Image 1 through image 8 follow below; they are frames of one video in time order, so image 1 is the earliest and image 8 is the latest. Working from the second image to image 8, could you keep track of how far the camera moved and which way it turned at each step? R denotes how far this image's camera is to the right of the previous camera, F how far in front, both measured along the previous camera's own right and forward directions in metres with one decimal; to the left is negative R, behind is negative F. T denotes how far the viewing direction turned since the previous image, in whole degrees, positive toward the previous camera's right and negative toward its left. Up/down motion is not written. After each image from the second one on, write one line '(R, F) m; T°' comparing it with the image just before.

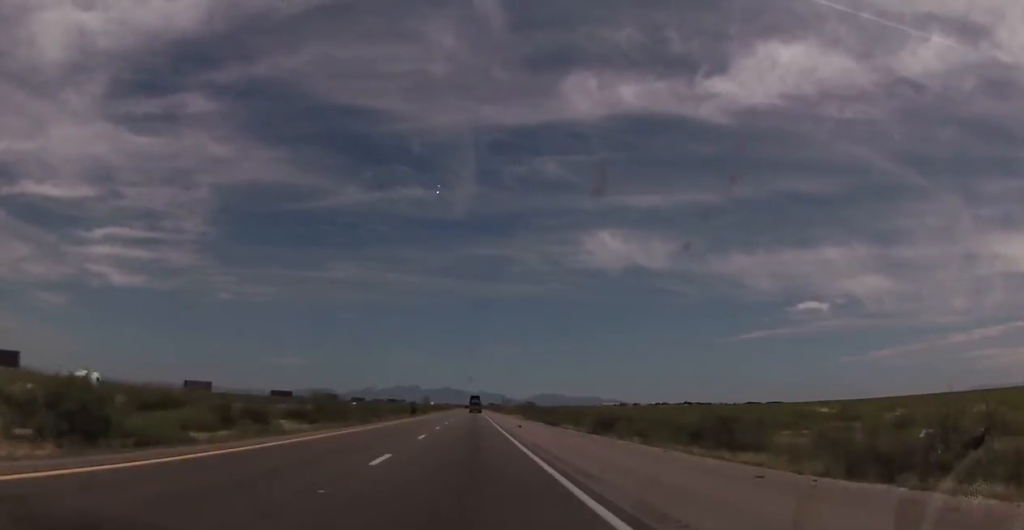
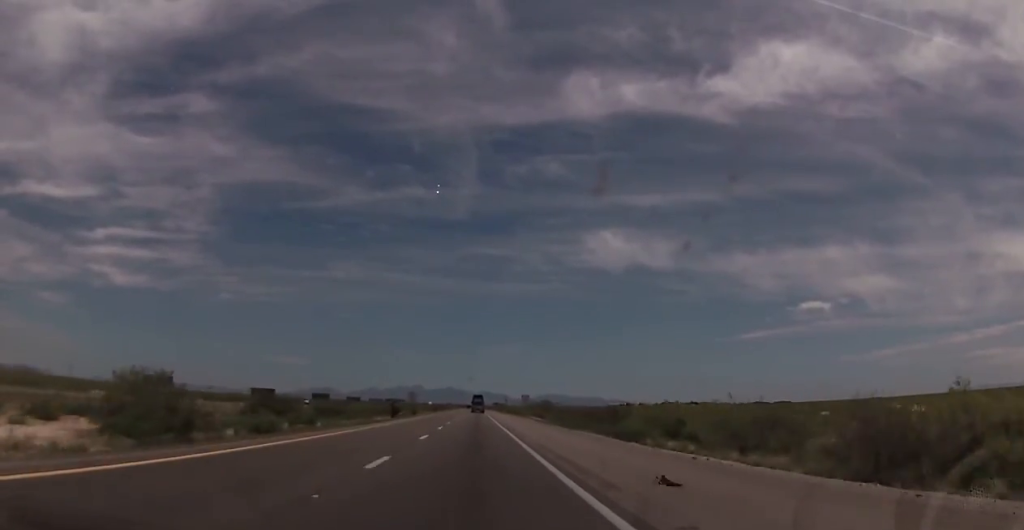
(-0.4, +37.6) m; -1°
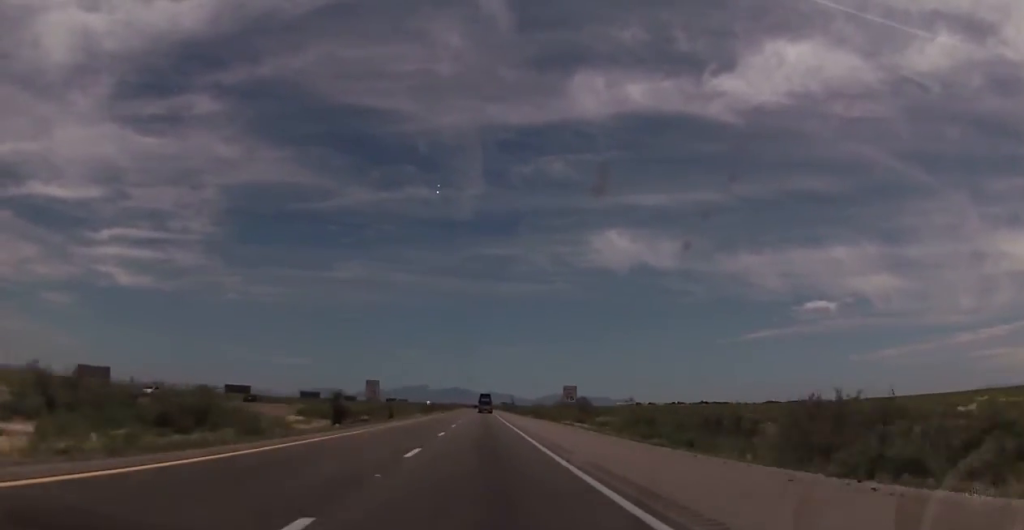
(-0.2, +45.8) m; +1°
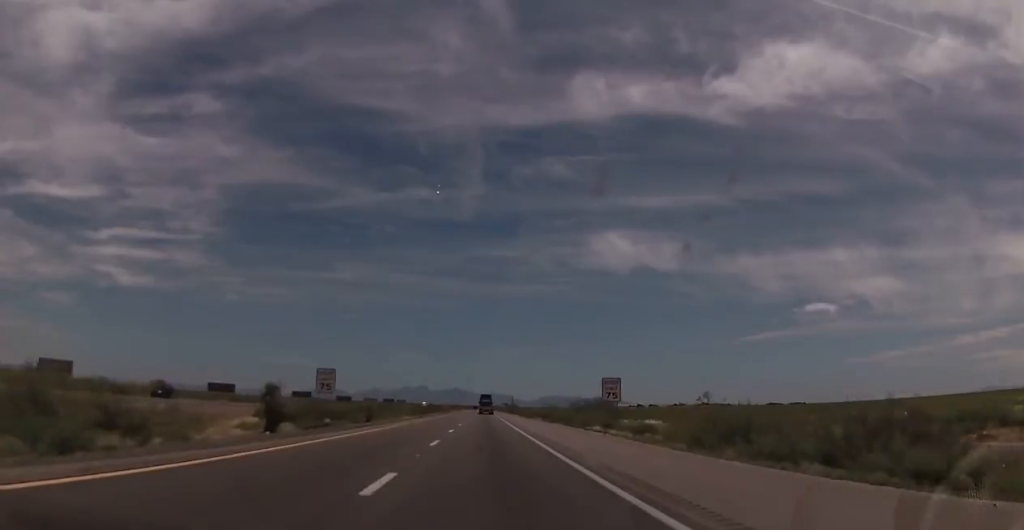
(+0.3, +19.3) m; 0°
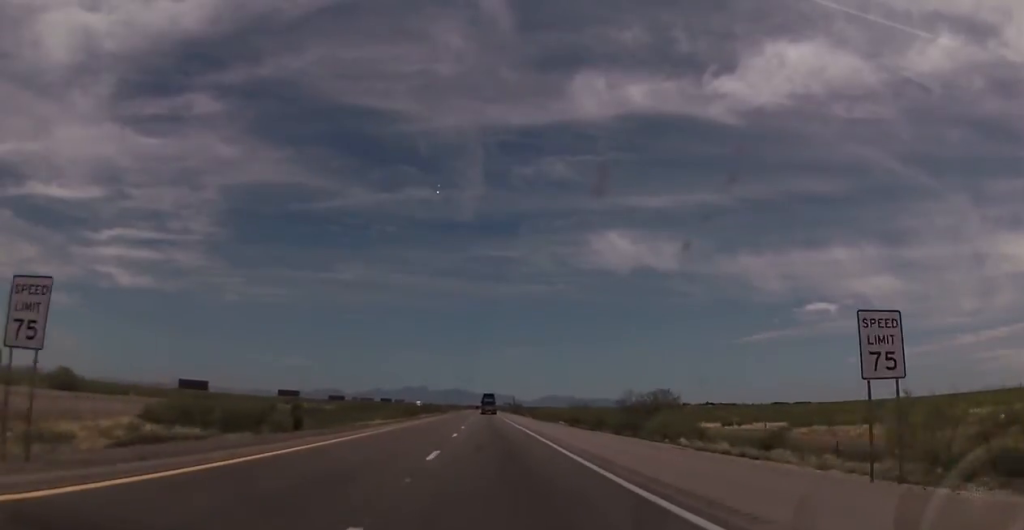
(+0.1, +30.2) m; 0°
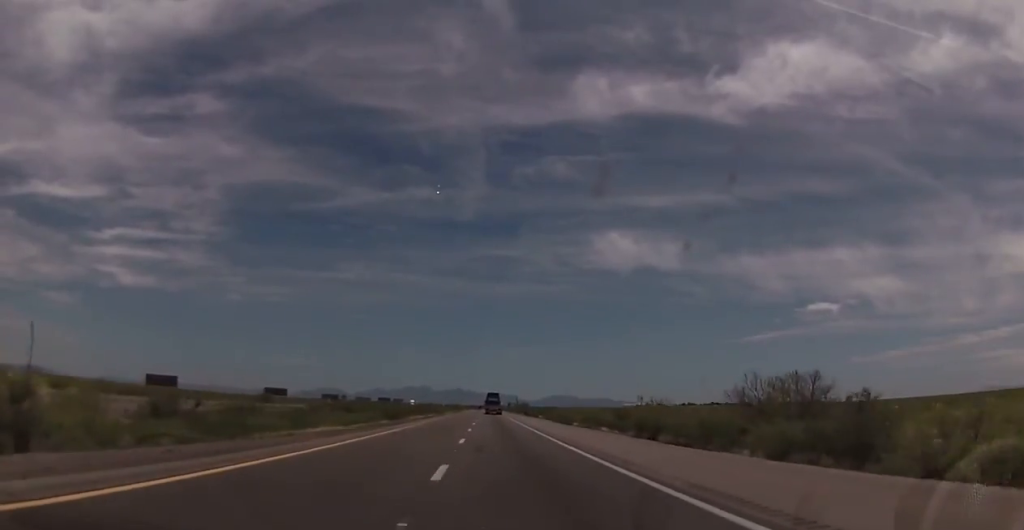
(-0.2, +29.0) m; -1°
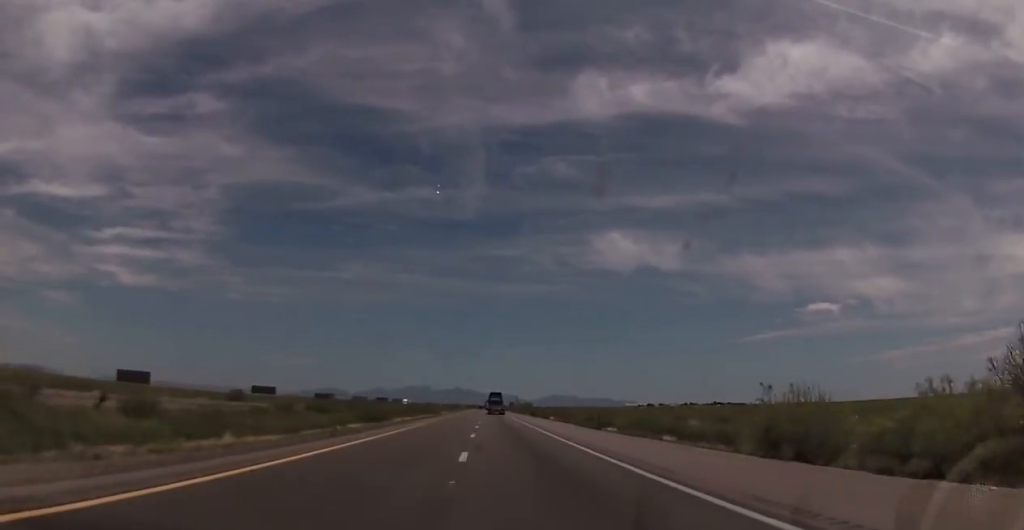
(-0.1, +20.4) m; 0°
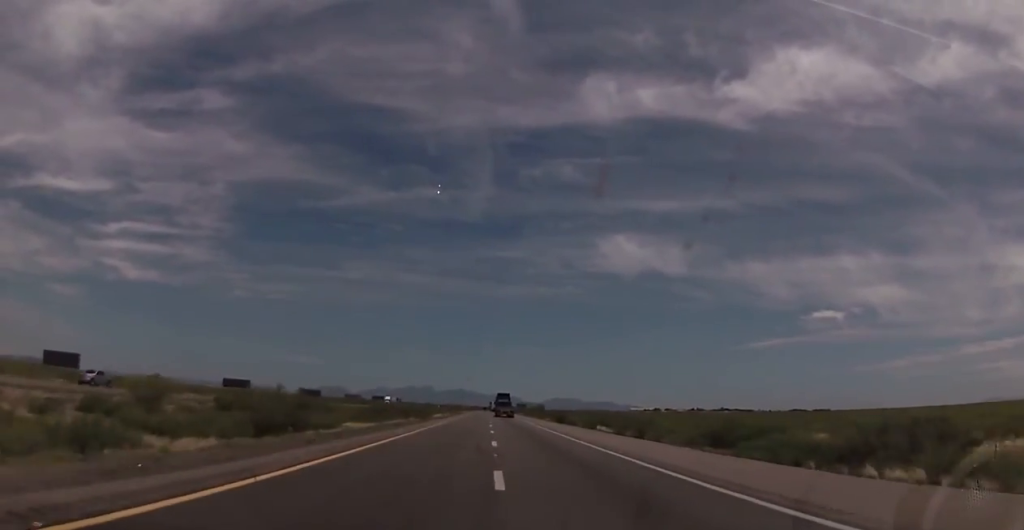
(0.0, +41.9) m; 0°
